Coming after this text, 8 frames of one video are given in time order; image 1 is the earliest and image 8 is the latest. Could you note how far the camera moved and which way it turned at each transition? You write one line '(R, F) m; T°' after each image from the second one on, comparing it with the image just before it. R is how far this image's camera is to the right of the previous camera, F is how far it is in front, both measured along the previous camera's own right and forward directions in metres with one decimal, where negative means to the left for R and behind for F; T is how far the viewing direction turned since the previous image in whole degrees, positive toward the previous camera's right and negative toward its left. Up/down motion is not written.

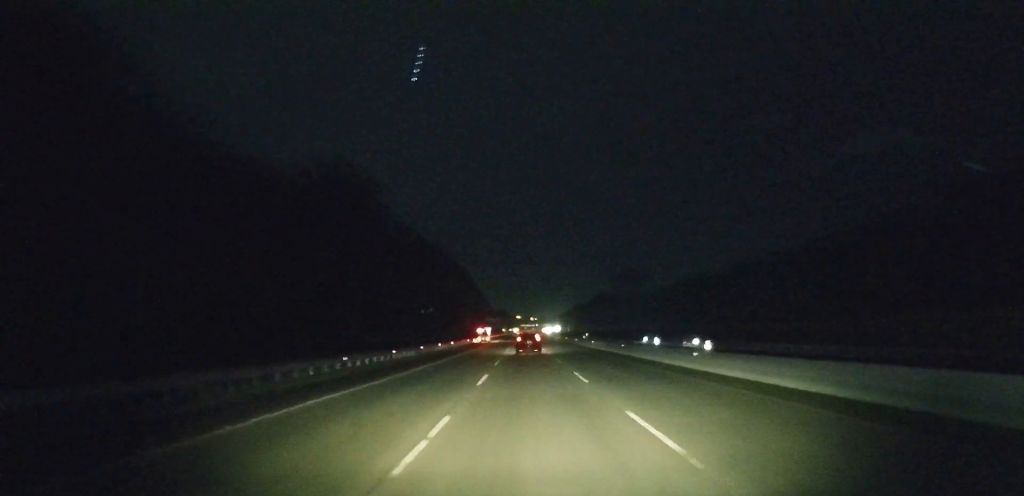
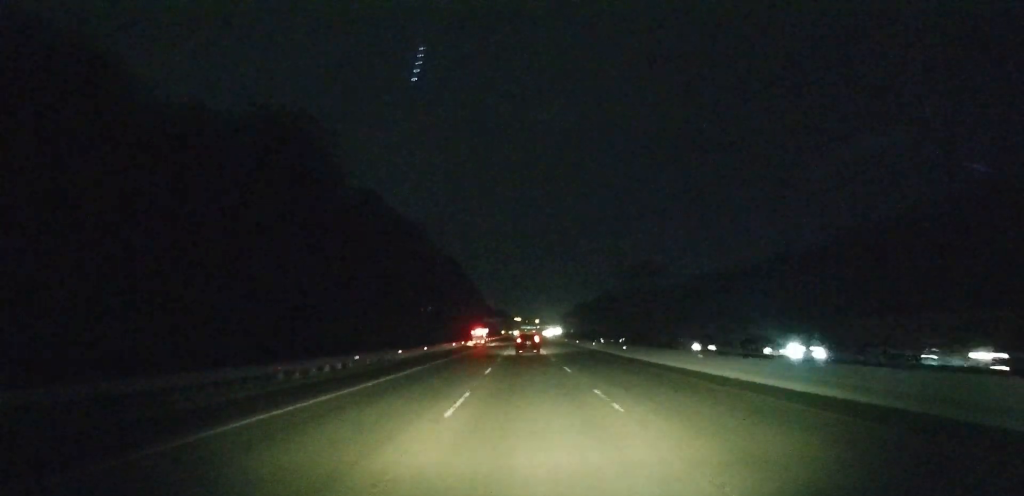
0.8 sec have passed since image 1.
(0.0, +22.9) m; 0°
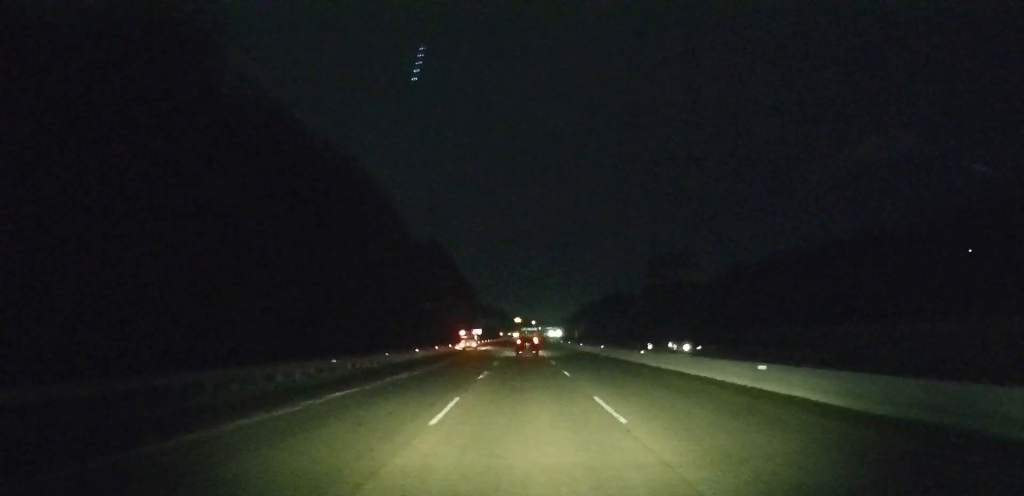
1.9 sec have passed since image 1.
(0.0, +31.6) m; 0°
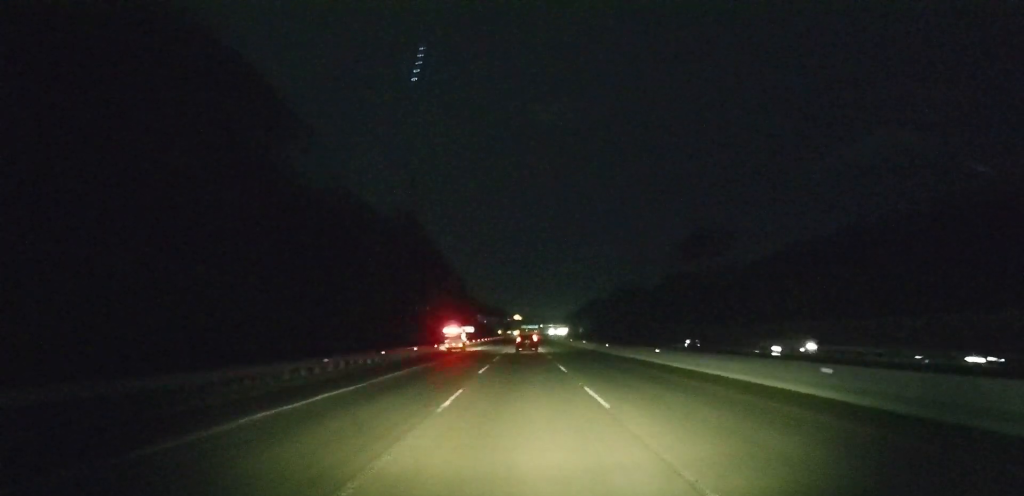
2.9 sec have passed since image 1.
(0.0, +30.1) m; 0°
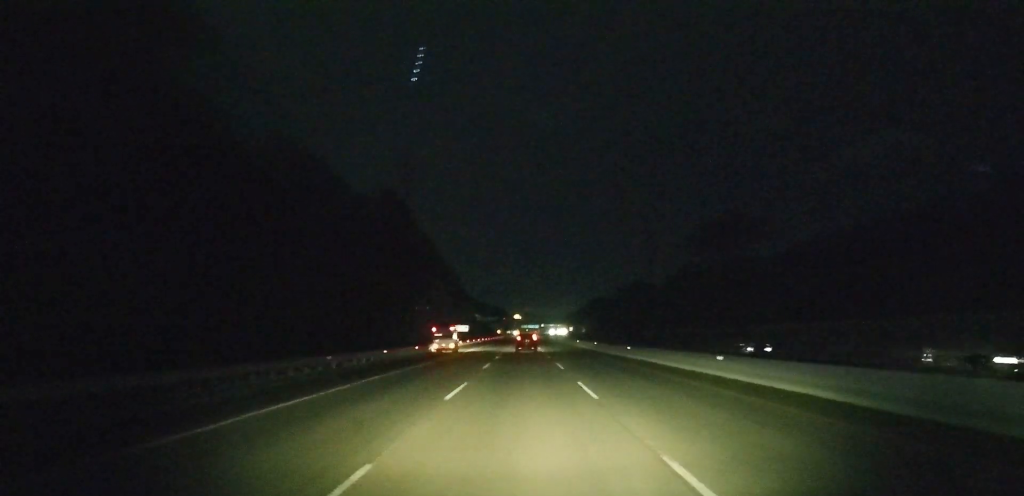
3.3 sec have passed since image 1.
(0.0, +13.8) m; 0°
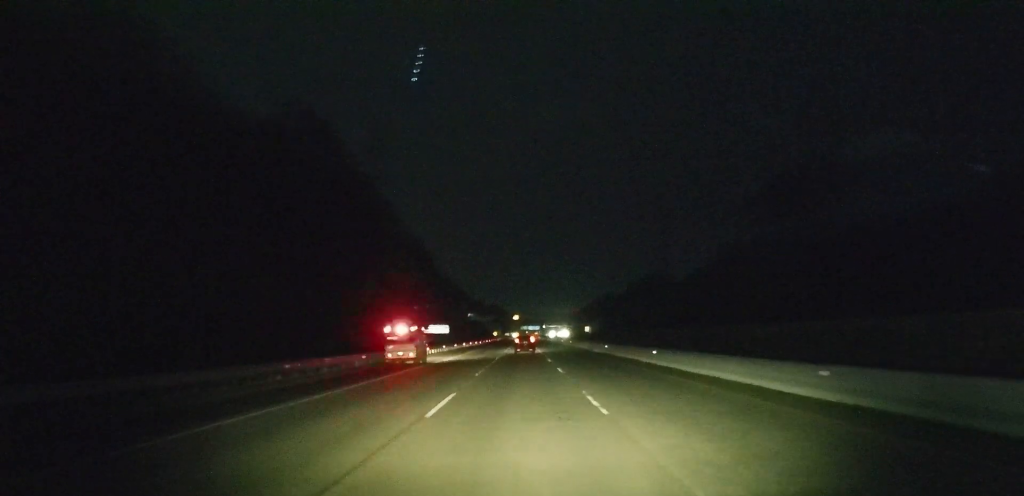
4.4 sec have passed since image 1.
(0.0, +31.4) m; 0°
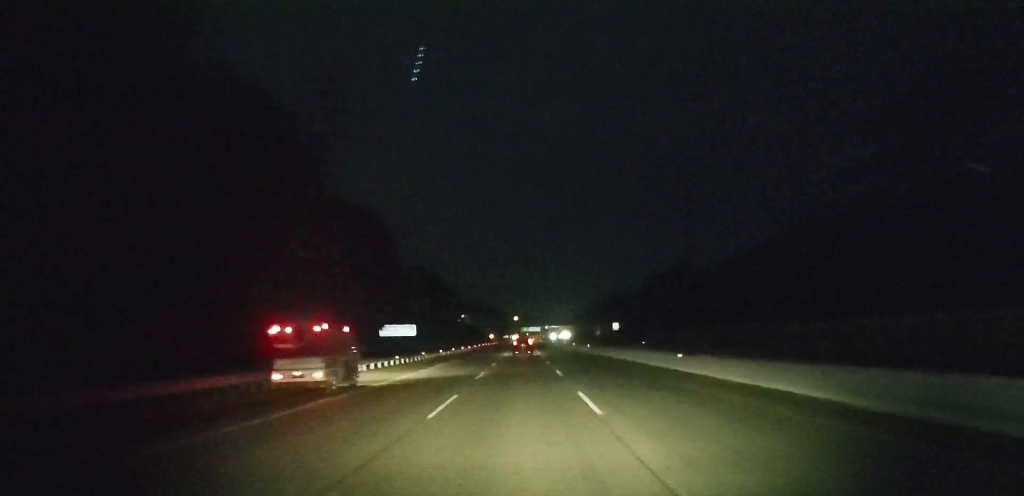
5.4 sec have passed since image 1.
(+0.1, +27.5) m; 0°
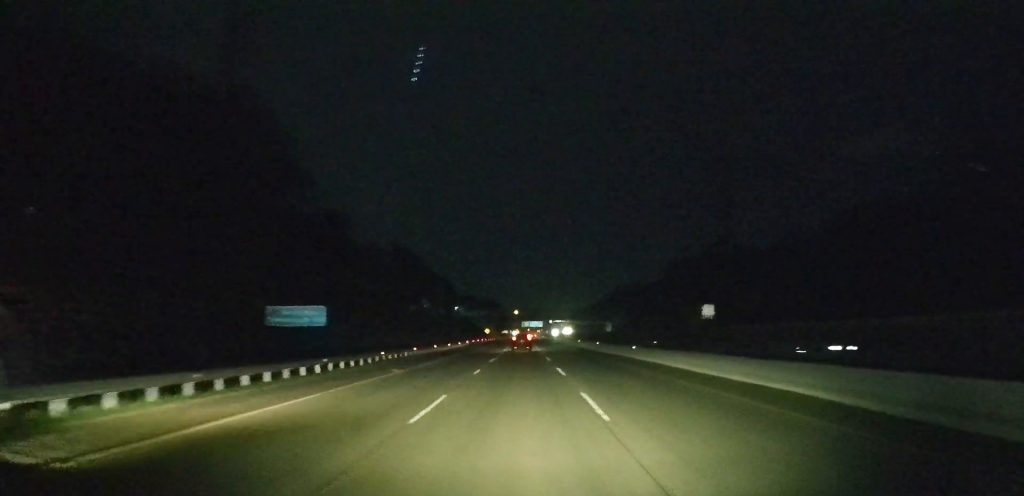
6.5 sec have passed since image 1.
(0.0, +29.6) m; 0°
